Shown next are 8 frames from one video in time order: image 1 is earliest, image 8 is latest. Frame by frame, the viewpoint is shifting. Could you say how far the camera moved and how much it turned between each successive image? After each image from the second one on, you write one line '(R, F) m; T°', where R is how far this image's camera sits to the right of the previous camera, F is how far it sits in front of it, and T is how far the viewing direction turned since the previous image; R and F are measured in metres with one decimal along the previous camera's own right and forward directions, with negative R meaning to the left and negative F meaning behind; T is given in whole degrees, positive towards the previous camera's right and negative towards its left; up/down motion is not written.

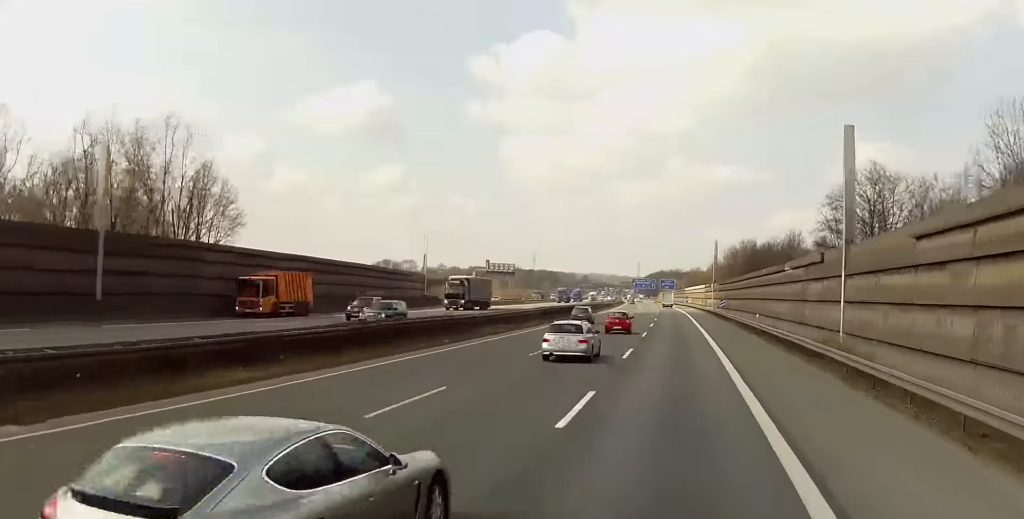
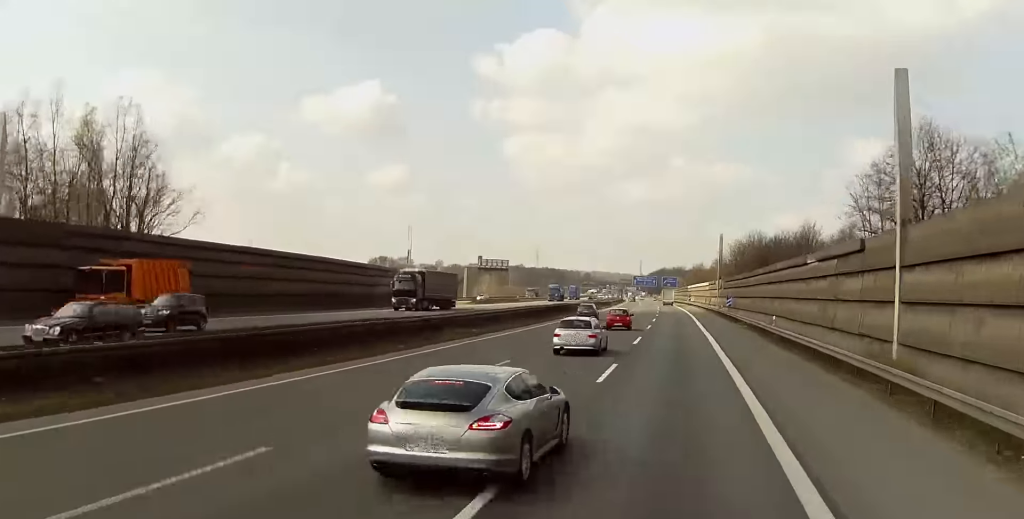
(-0.1, +9.9) m; 0°
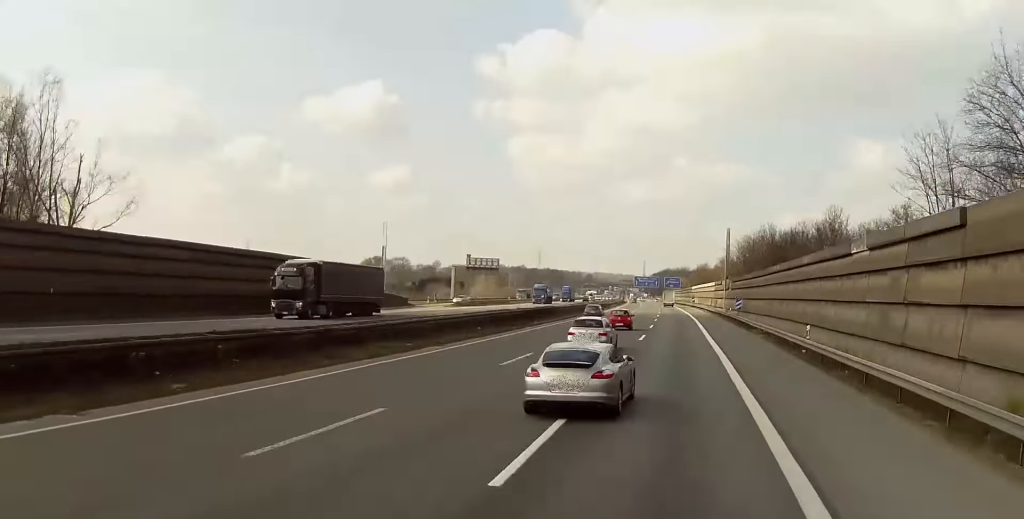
(-0.3, +13.0) m; 0°
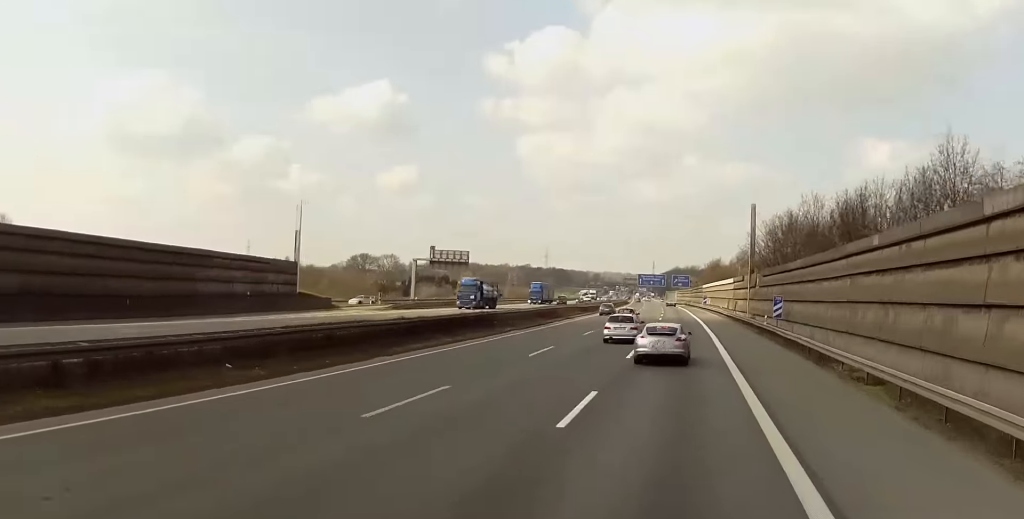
(+0.4, +31.4) m; 0°
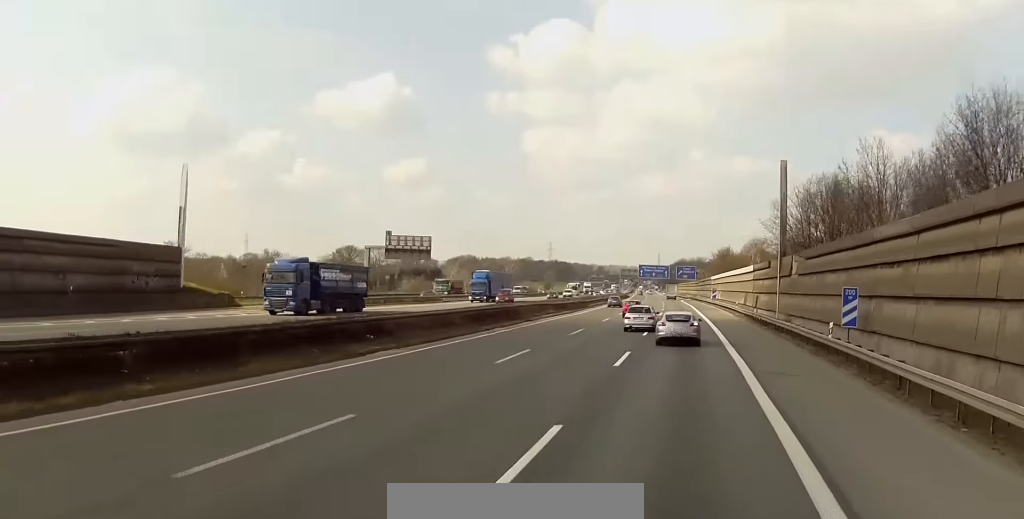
(-0.3, +24.5) m; 0°
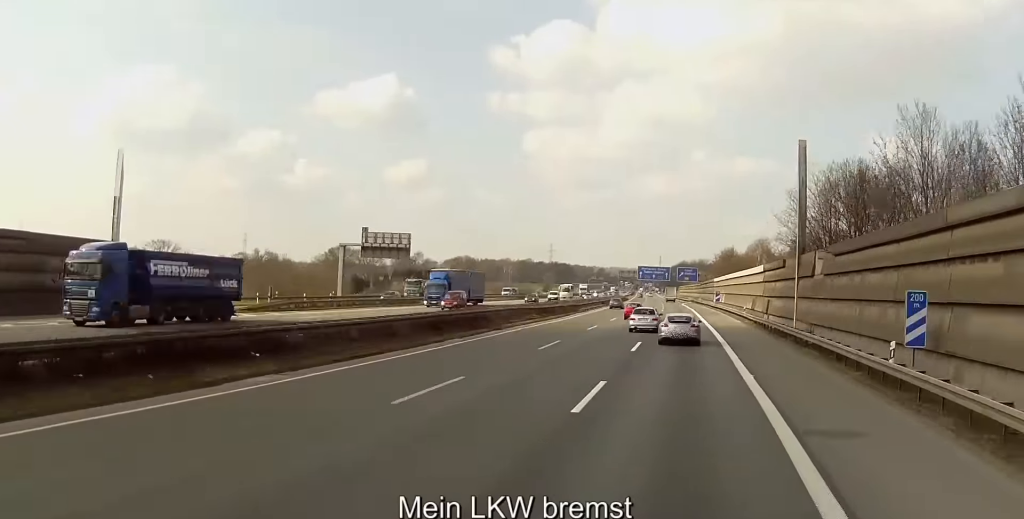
(+0.3, +9.9) m; 0°
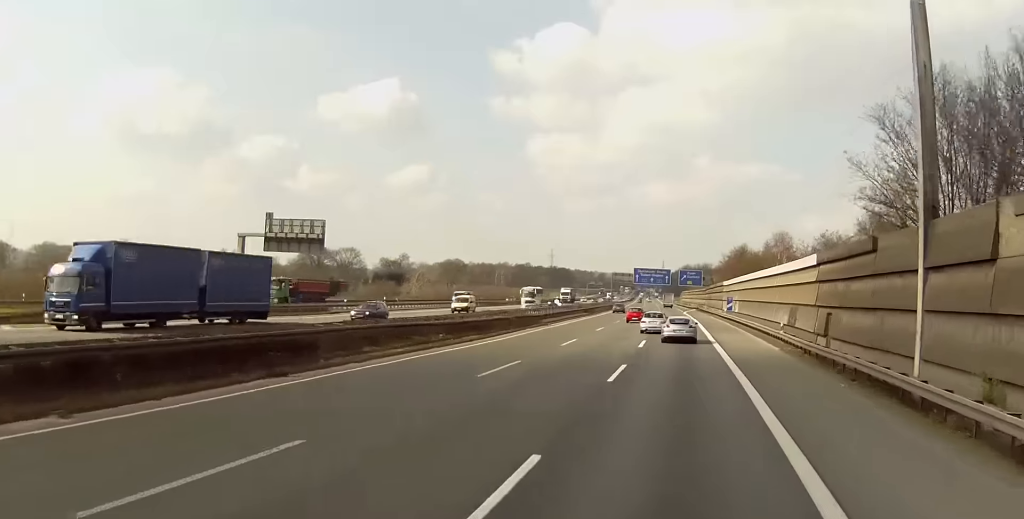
(-0.5, +28.8) m; -2°
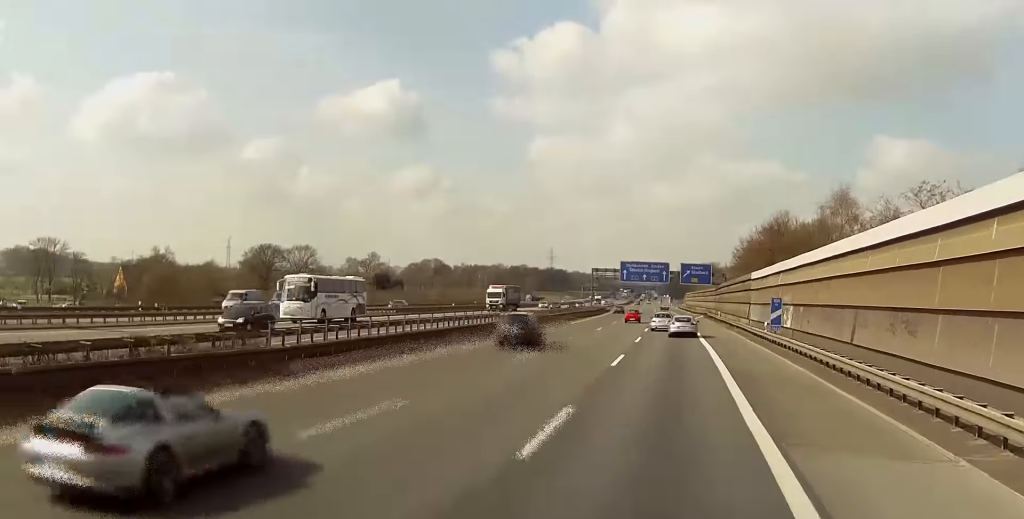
(-0.1, +47.4) m; 0°
